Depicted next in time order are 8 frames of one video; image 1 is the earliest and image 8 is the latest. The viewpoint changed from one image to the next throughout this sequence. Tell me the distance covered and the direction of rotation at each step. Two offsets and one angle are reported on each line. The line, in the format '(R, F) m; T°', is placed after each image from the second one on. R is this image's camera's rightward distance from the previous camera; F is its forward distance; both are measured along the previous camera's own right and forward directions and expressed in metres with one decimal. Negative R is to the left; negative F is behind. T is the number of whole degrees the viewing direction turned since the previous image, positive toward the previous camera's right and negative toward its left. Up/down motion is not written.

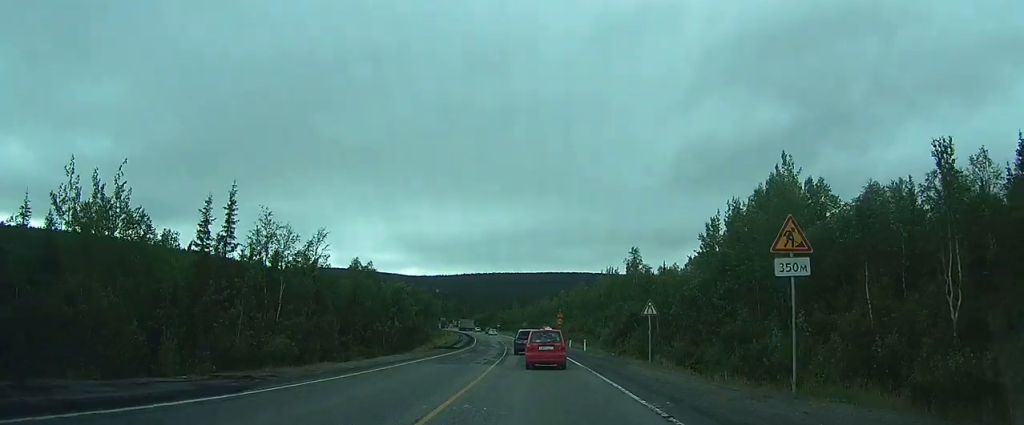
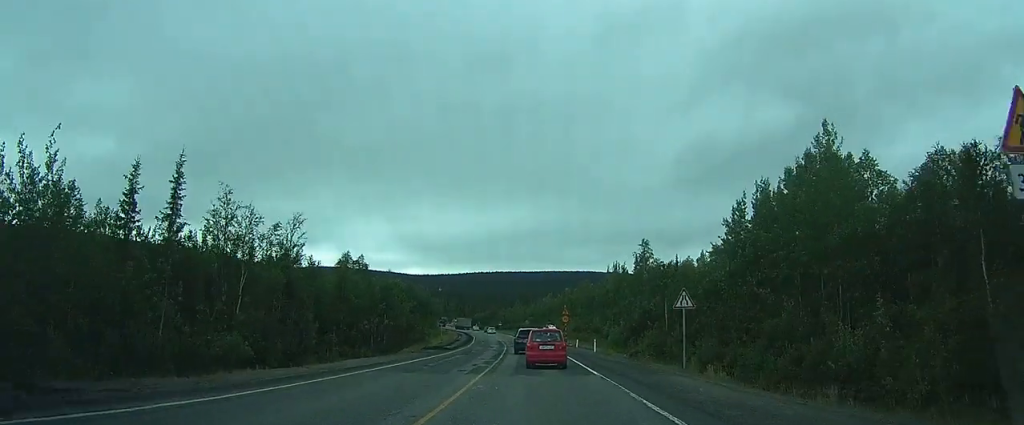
(0.0, +6.9) m; 0°
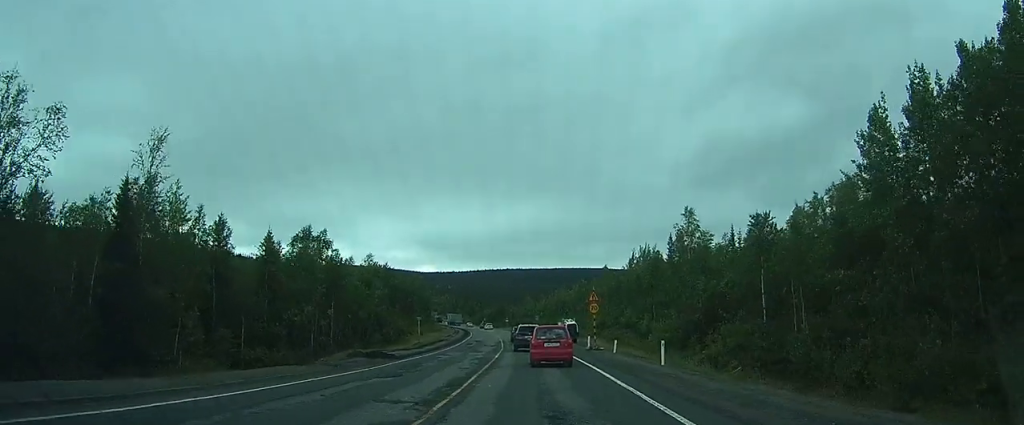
(-0.1, +22.3) m; 0°
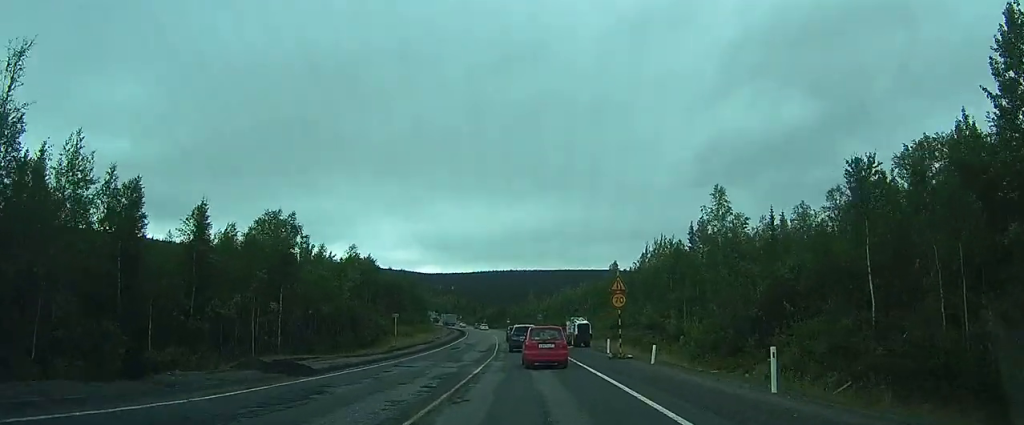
(0.0, +11.3) m; 0°
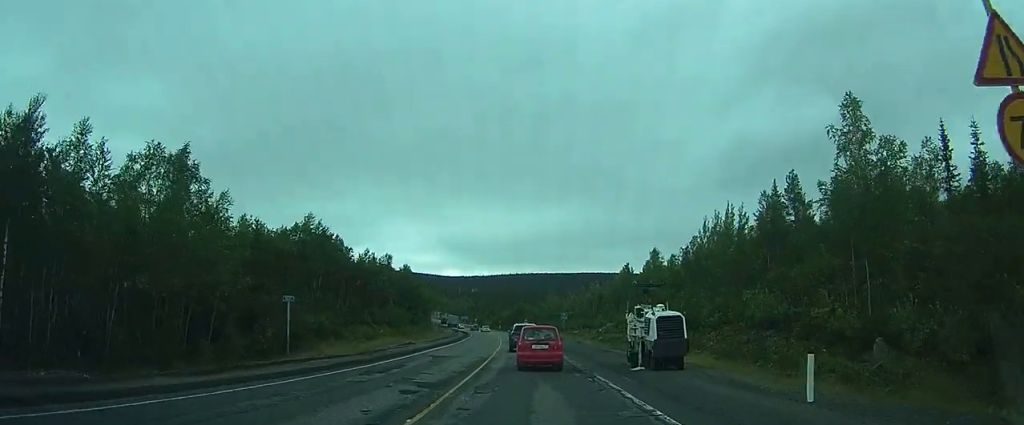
(0.0, +25.1) m; 0°
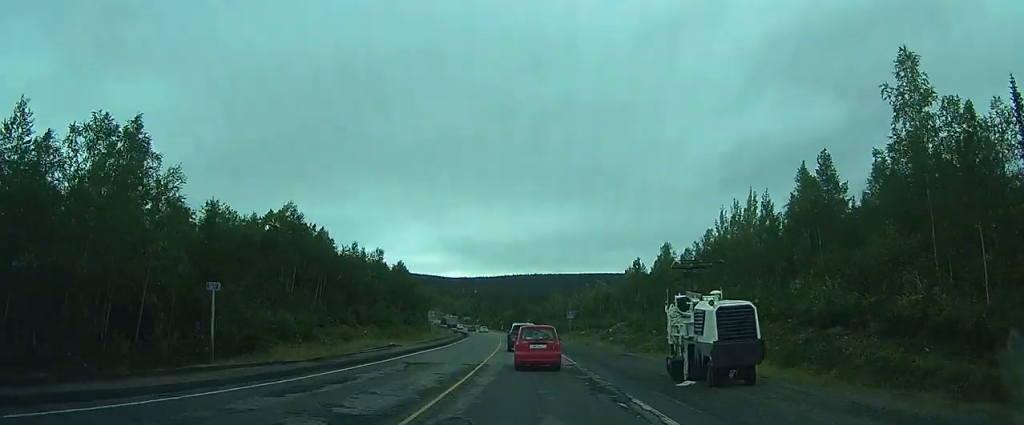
(0.0, +6.6) m; -1°
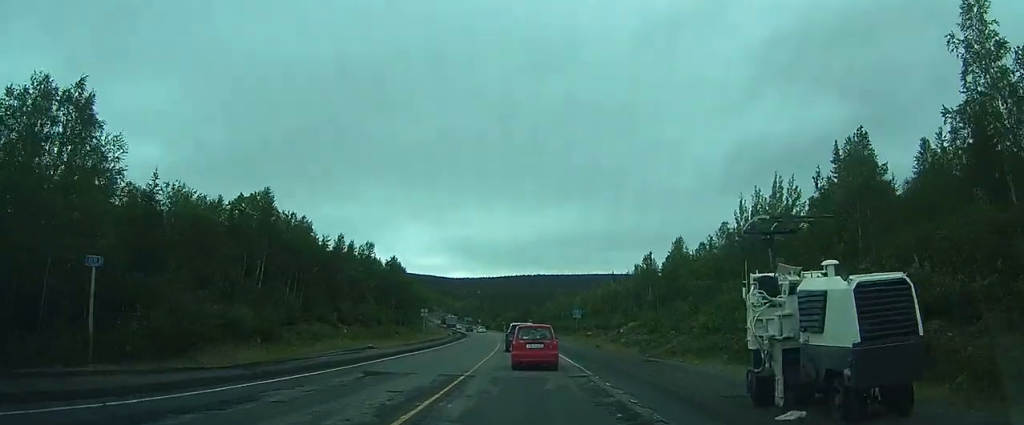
(+0.1, +6.1) m; -1°
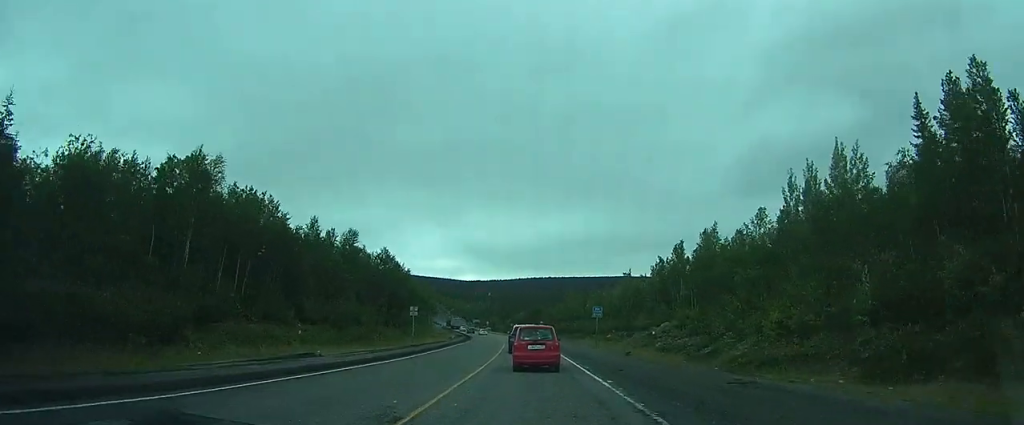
(-0.3, +10.7) m; -2°
